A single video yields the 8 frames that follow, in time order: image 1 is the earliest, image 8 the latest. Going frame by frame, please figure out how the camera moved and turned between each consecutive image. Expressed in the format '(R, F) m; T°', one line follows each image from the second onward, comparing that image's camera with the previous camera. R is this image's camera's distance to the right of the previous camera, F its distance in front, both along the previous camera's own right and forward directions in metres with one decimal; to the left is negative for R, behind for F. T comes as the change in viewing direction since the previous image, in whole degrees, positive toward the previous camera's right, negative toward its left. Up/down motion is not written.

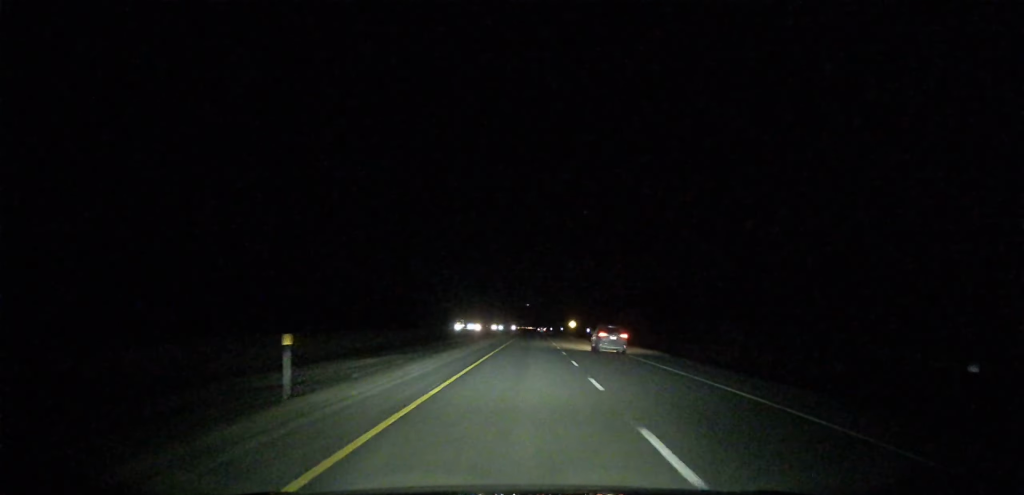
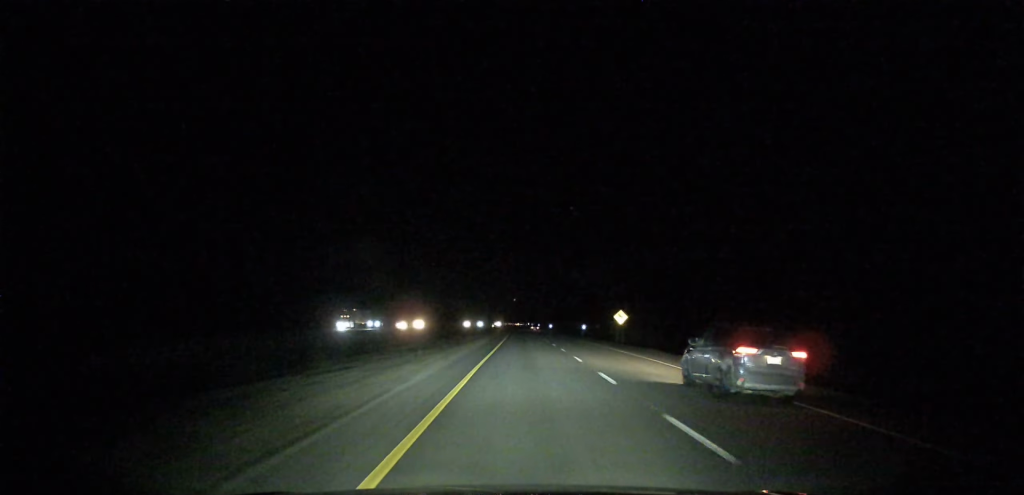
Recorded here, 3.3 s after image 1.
(+0.4, +113.7) m; 0°
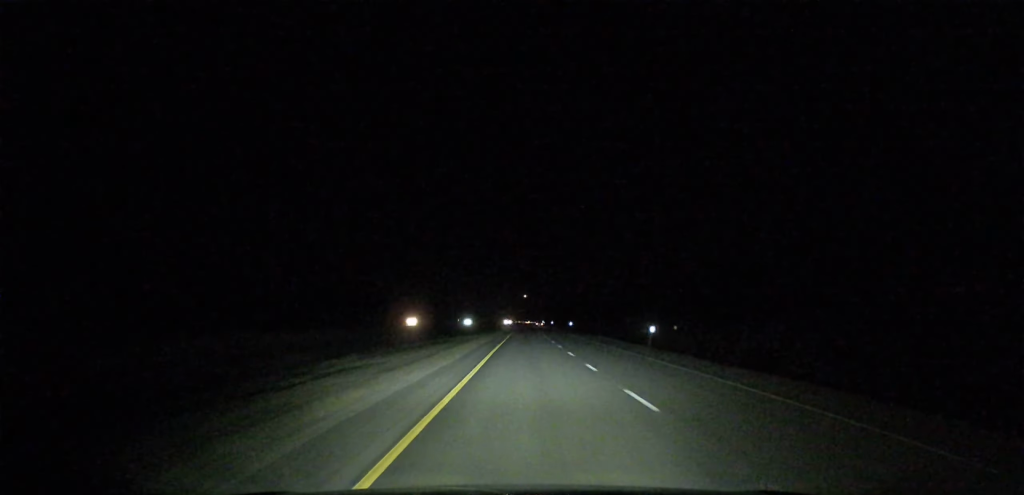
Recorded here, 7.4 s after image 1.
(-0.9, +139.3) m; 0°
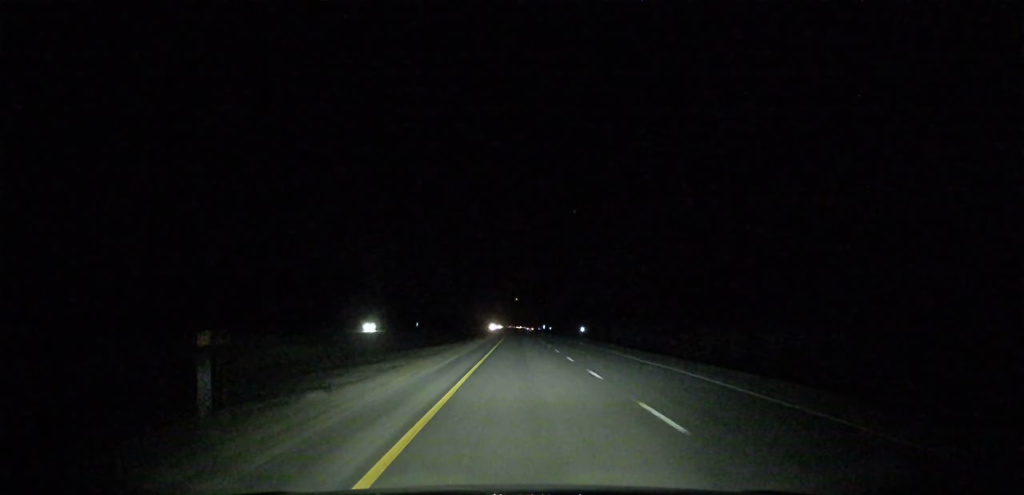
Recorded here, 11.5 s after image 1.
(+1.1, +134.8) m; 0°
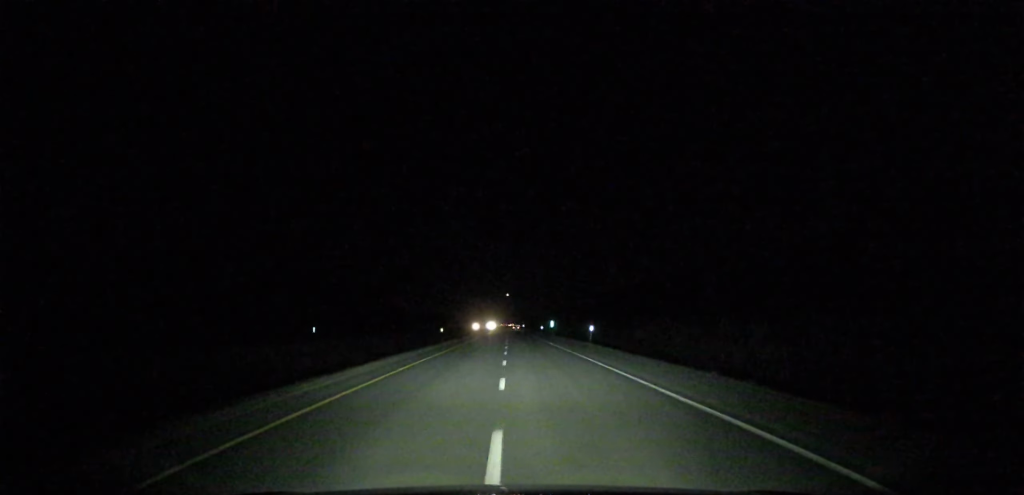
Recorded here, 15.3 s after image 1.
(+0.3, +123.6) m; 0°
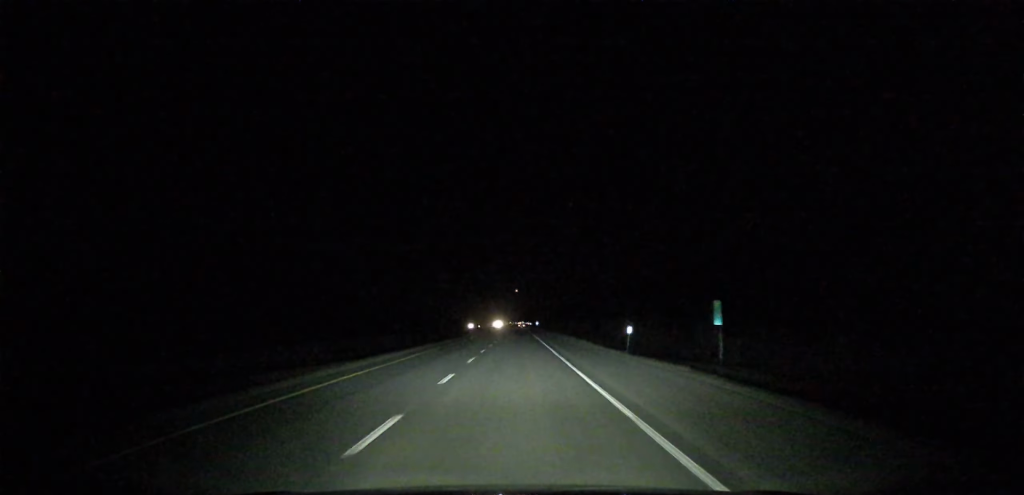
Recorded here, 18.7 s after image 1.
(0.0, +106.6) m; 0°
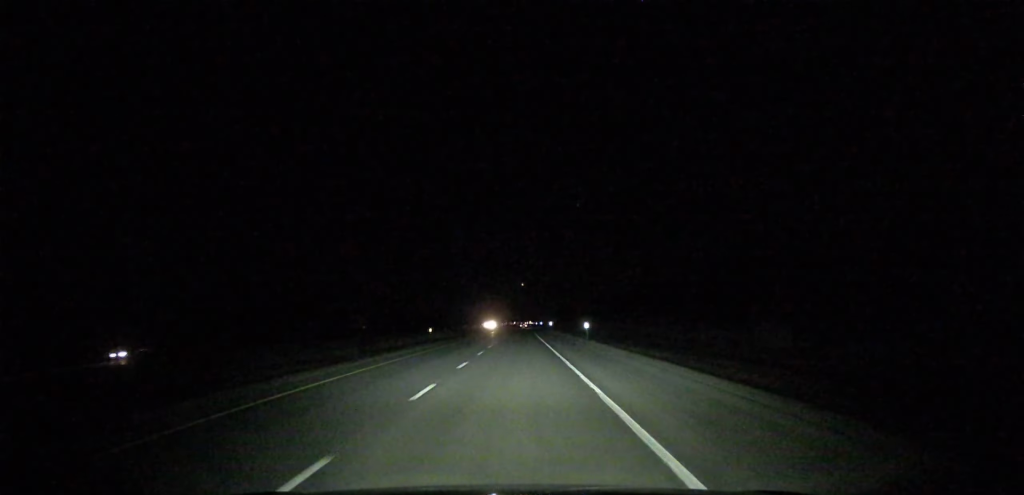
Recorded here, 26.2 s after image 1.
(-0.8, +204.8) m; -1°
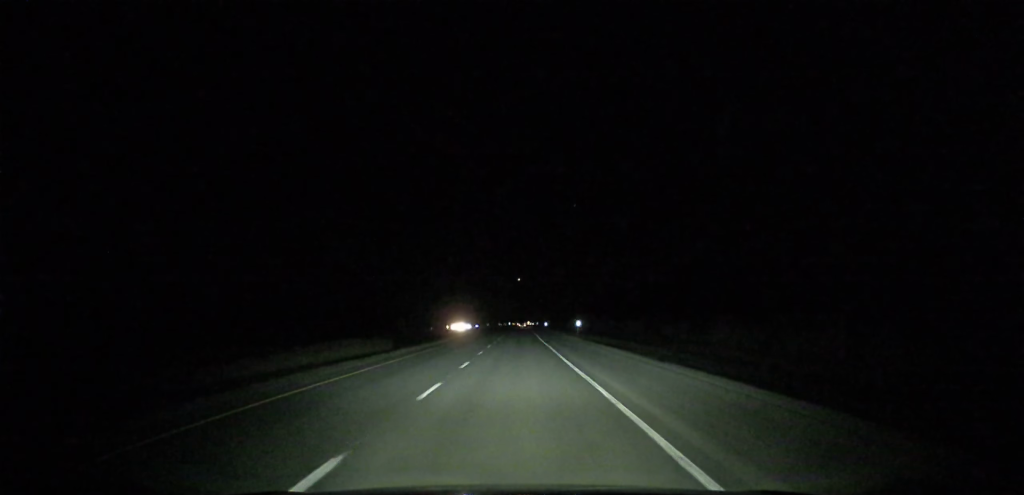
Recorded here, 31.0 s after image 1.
(-0.4, +175.9) m; 0°
